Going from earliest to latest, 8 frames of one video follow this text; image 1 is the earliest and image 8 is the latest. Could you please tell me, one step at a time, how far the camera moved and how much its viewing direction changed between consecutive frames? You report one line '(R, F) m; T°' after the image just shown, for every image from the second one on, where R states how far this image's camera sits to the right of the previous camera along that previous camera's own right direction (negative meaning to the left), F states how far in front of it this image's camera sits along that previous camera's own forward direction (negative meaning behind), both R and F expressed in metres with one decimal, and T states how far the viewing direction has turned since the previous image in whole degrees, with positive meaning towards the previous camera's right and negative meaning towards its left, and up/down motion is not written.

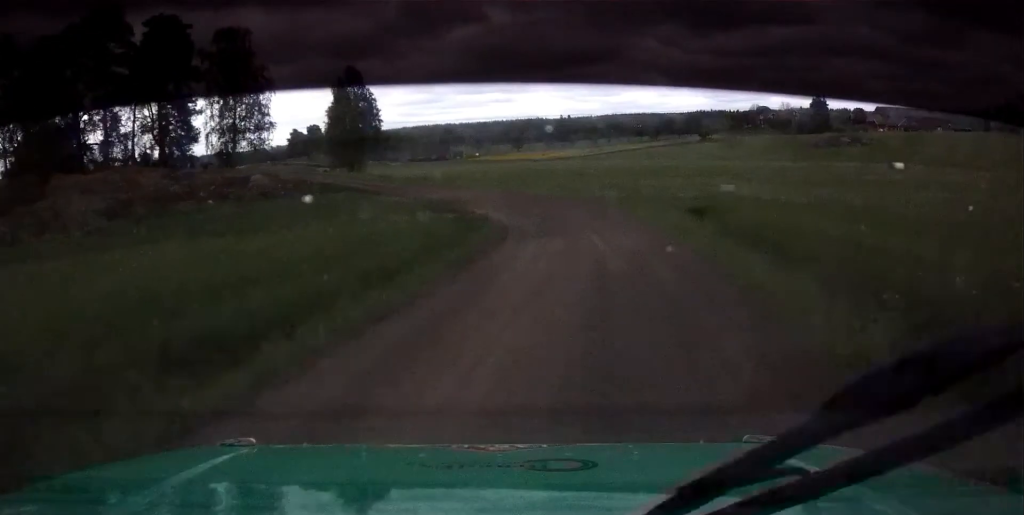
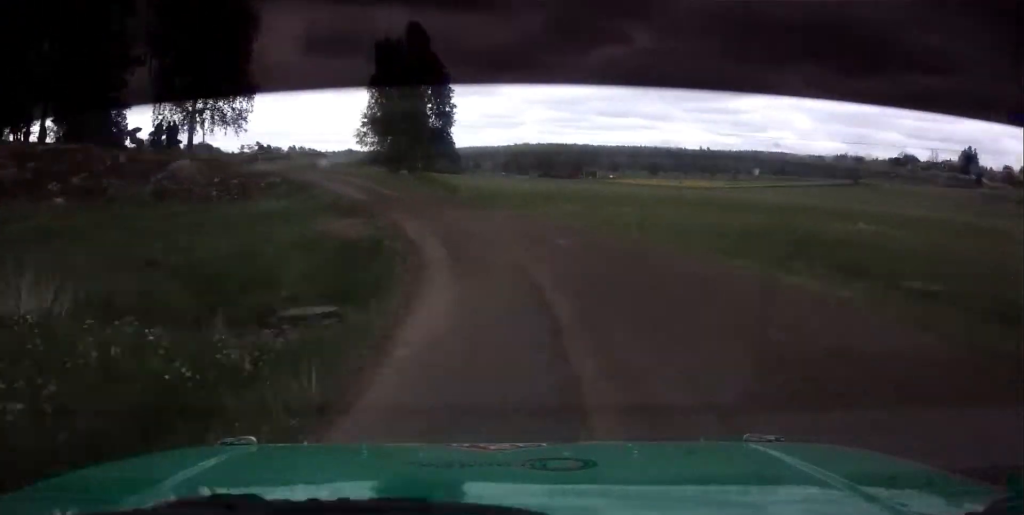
(-2.6, +28.3) m; -13°
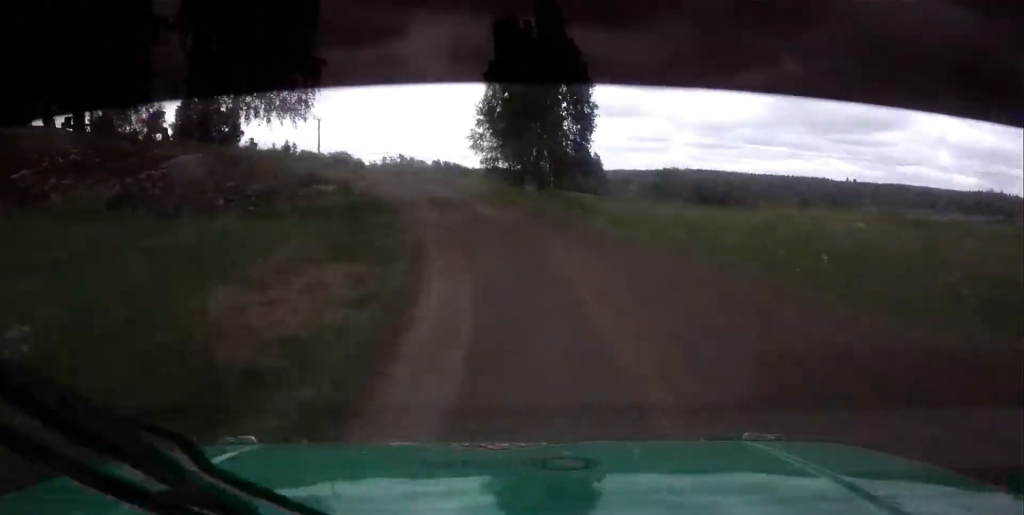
(-0.6, +12.5) m; -8°
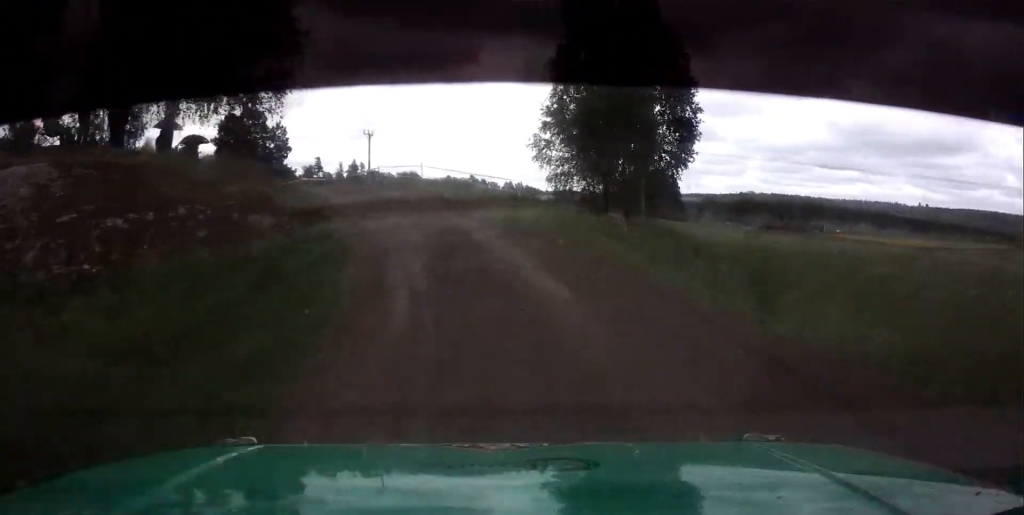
(-1.0, +12.1) m; -9°
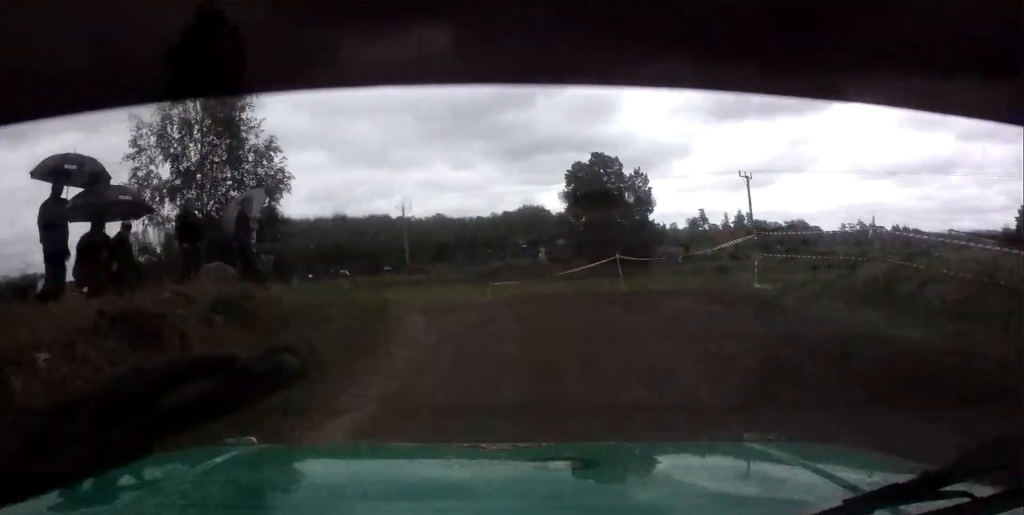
(-4.0, +23.6) m; -23°
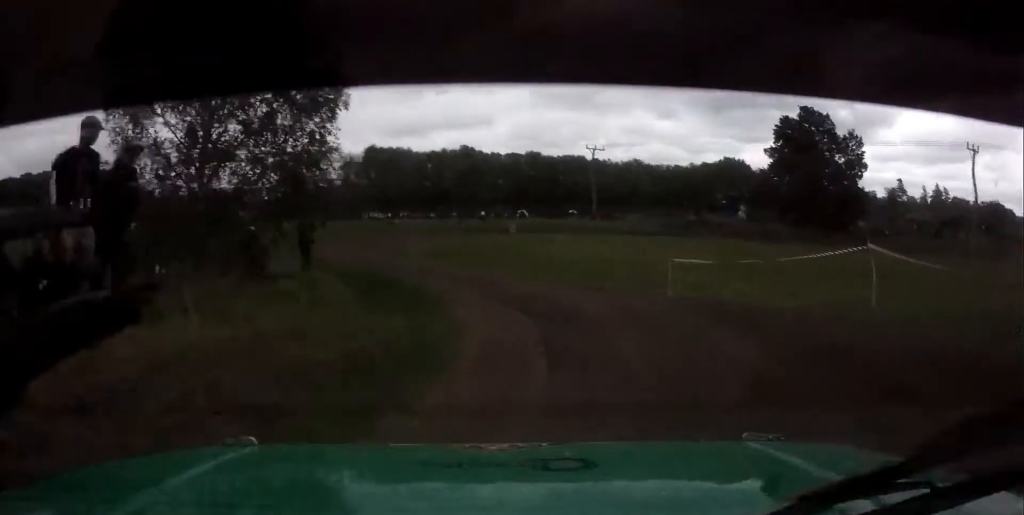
(-1.8, +10.5) m; -11°
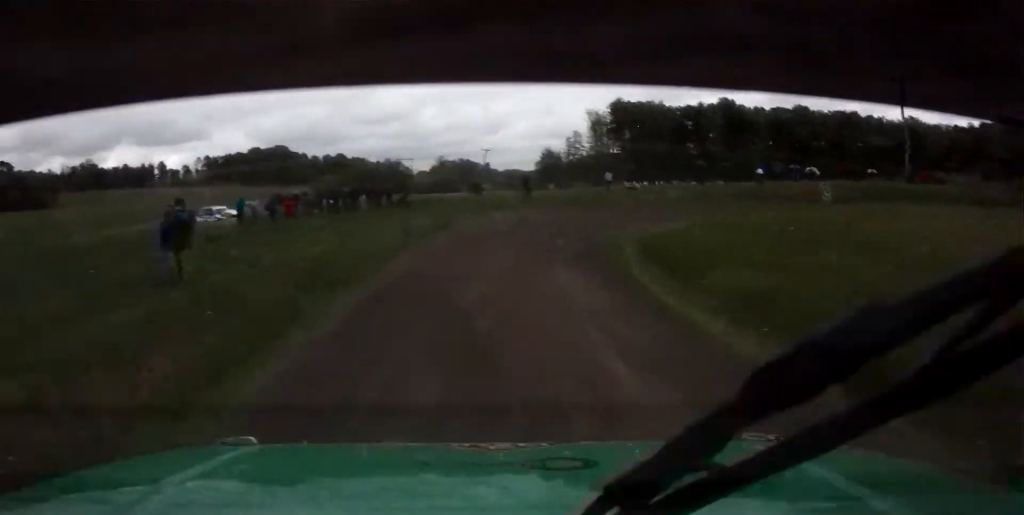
(-5.2, +24.9) m; -18°
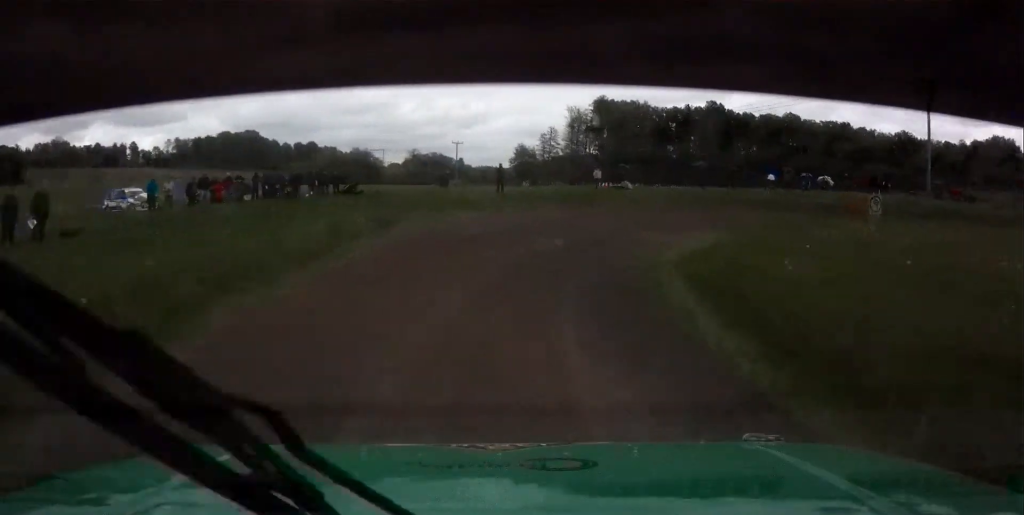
(-0.3, +6.4) m; +3°
